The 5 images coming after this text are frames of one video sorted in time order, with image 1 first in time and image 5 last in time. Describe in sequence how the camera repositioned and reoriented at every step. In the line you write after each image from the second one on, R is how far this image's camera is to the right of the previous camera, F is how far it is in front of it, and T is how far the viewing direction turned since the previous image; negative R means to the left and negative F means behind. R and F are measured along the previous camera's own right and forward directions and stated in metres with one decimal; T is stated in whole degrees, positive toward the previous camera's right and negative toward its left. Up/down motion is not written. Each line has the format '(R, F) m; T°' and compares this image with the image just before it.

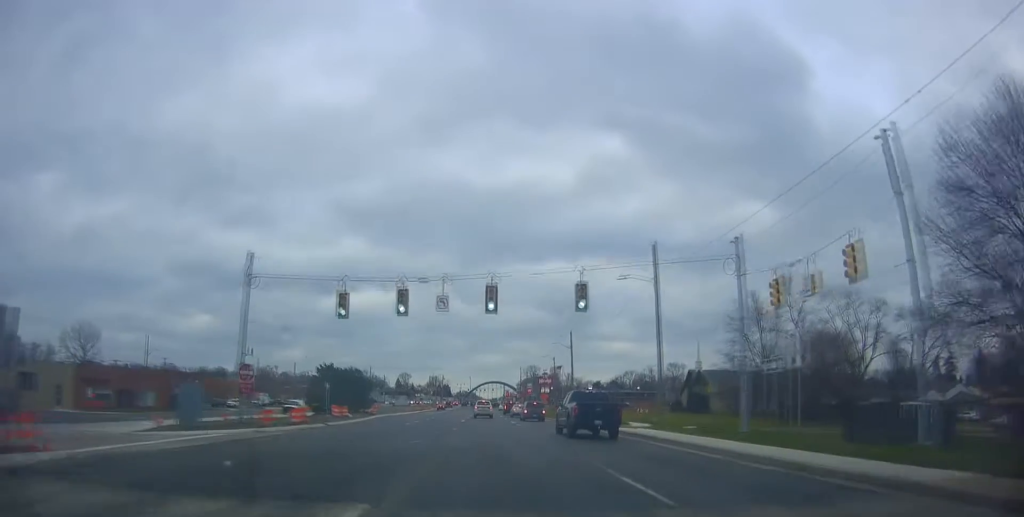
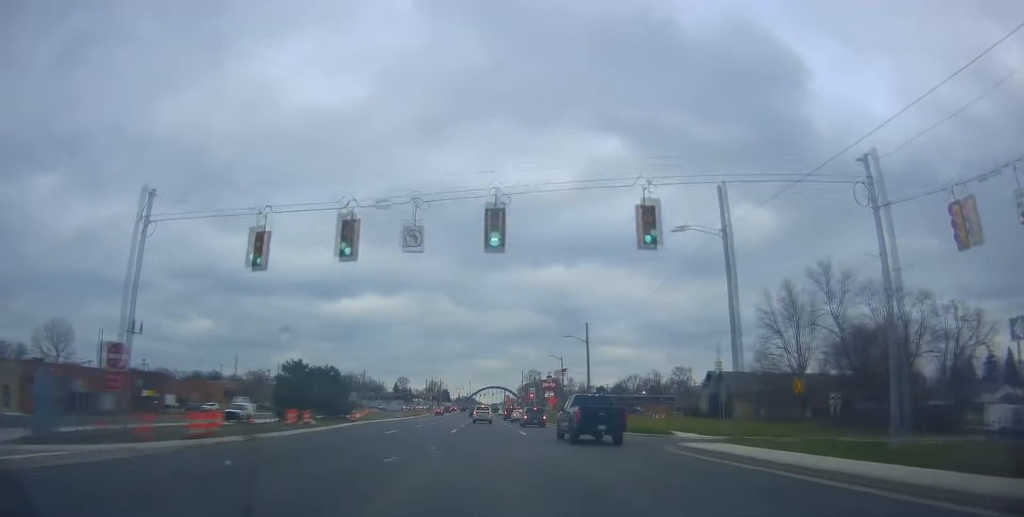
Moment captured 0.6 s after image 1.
(-0.1, +11.8) m; -2°
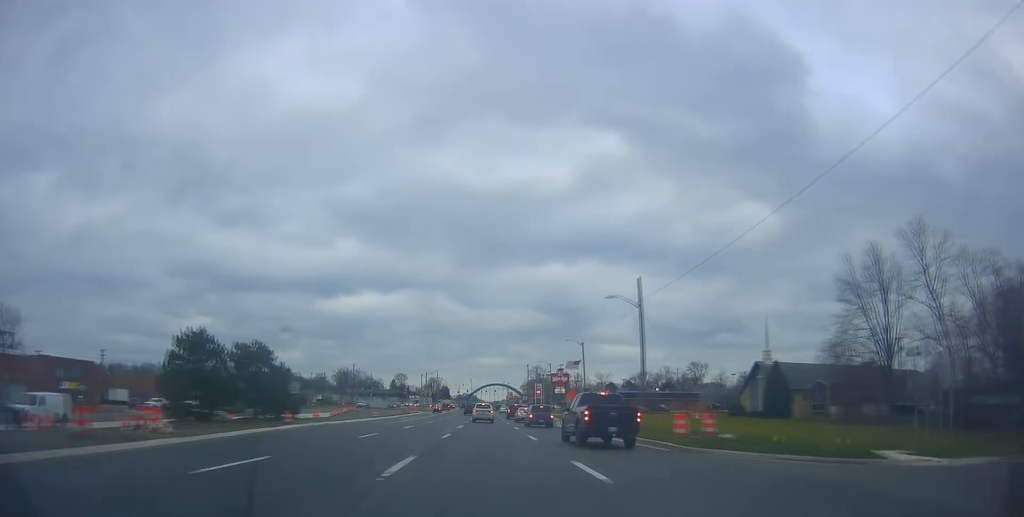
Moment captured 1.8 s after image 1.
(-0.3, +20.8) m; +1°
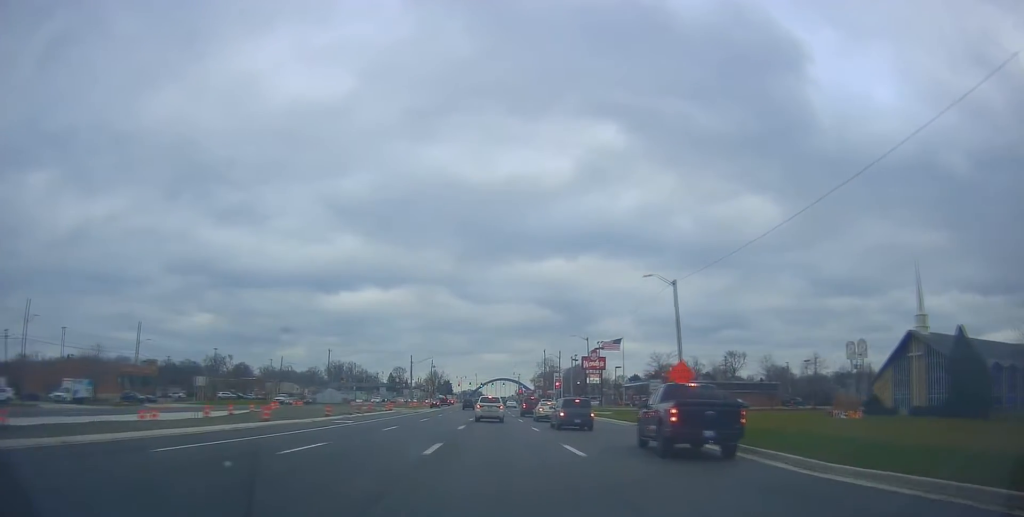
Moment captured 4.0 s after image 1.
(+0.2, +39.3) m; +1°
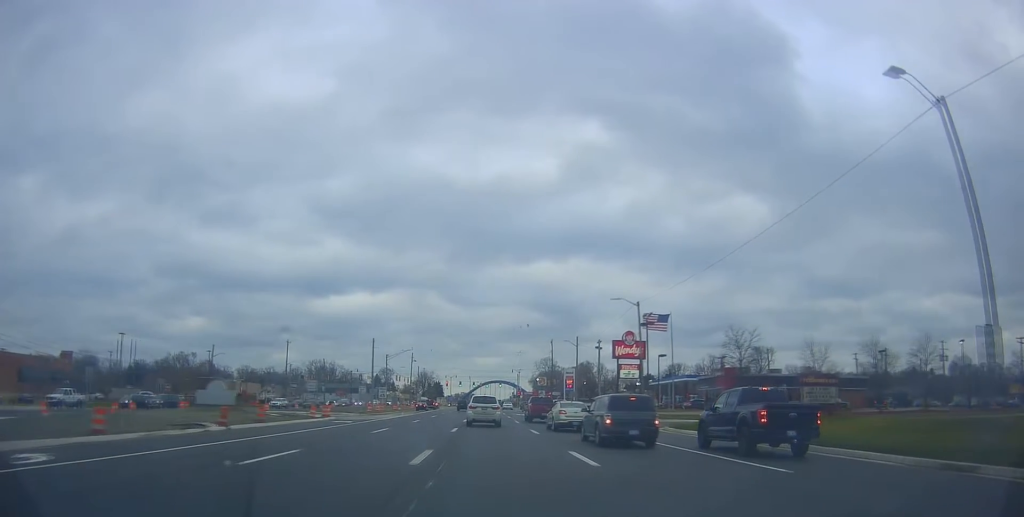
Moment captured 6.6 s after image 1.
(+1.0, +36.0) m; 0°
